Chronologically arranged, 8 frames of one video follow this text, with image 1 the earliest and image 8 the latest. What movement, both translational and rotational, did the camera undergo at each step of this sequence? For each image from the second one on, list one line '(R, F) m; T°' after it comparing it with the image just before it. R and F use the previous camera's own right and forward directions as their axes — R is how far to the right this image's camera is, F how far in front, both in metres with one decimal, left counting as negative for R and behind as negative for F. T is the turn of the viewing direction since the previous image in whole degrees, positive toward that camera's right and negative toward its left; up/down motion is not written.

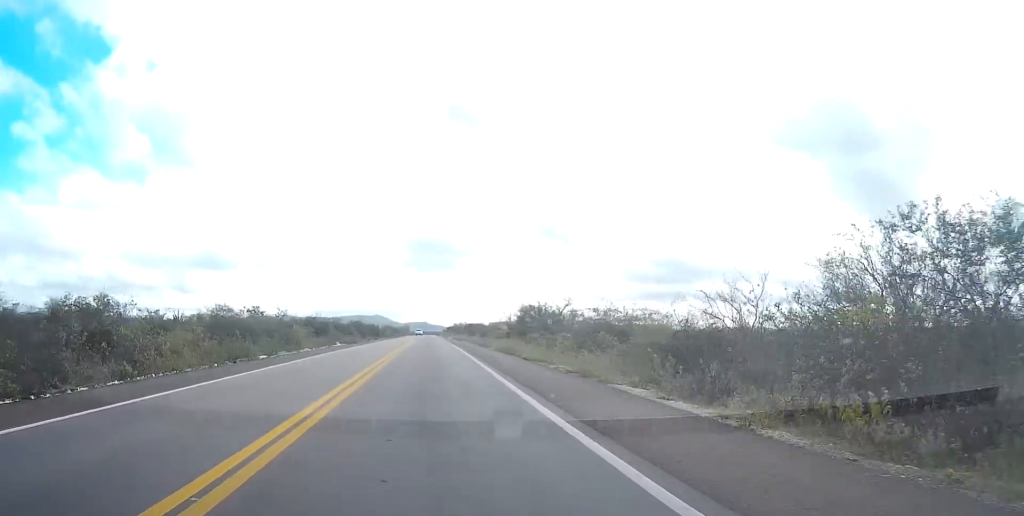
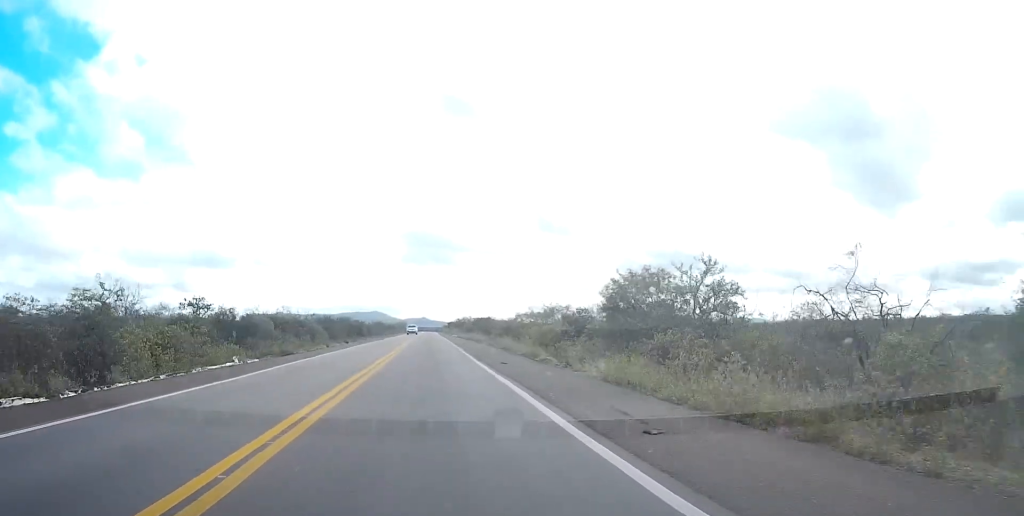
(-0.1, +35.4) m; 0°
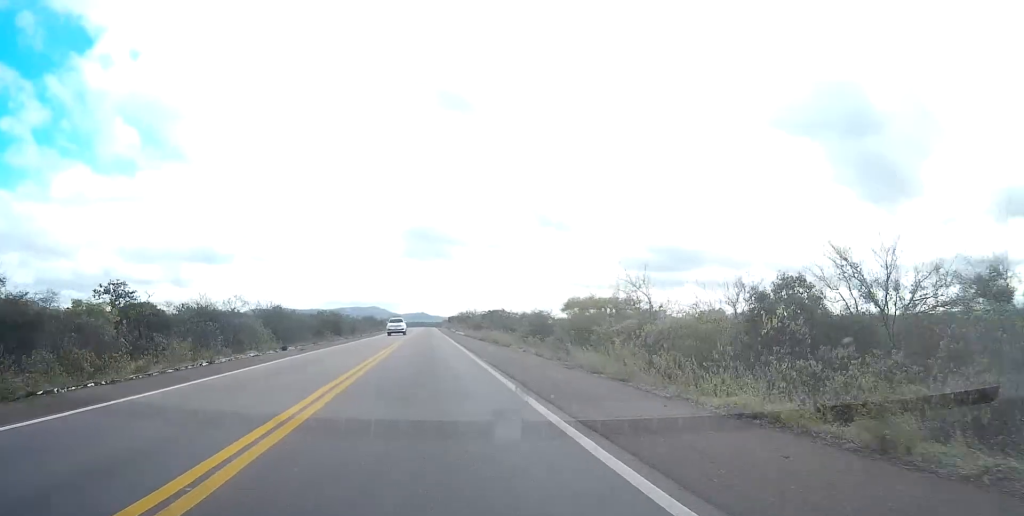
(+0.1, +29.8) m; 0°
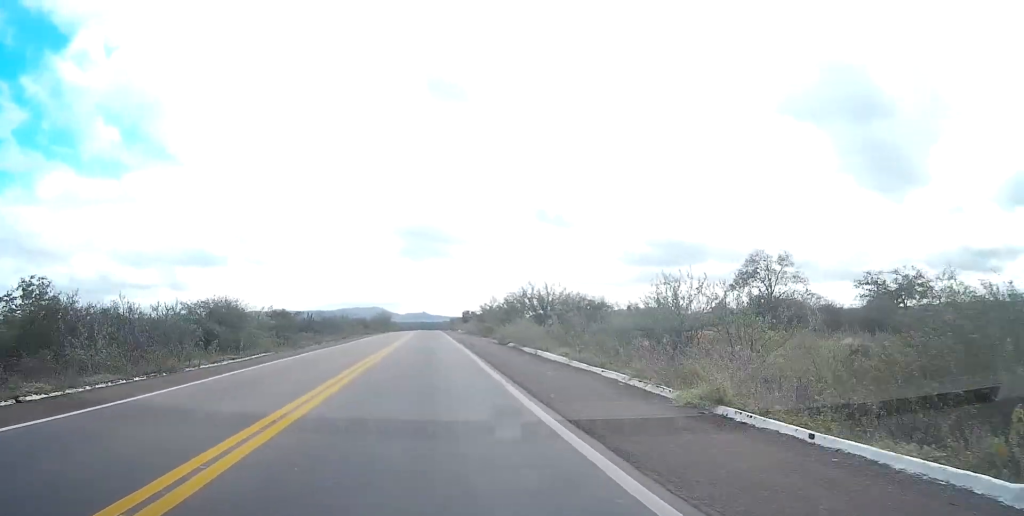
(-0.6, +113.4) m; 0°
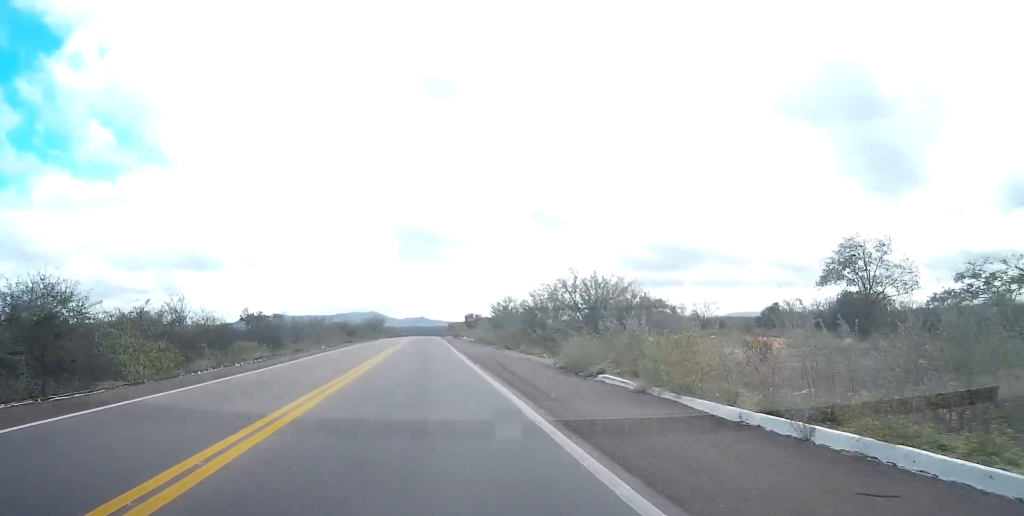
(0.0, +22.8) m; 0°
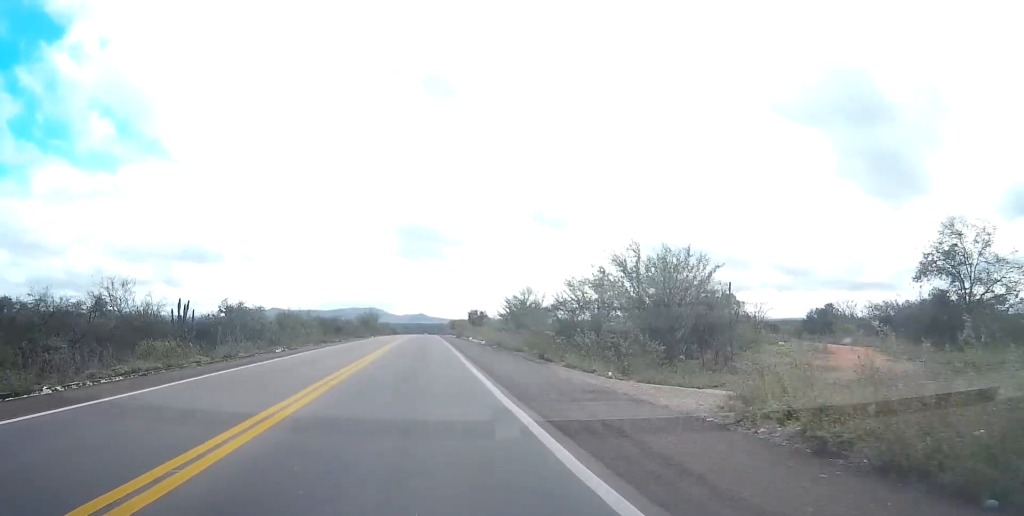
(0.0, +15.9) m; 0°
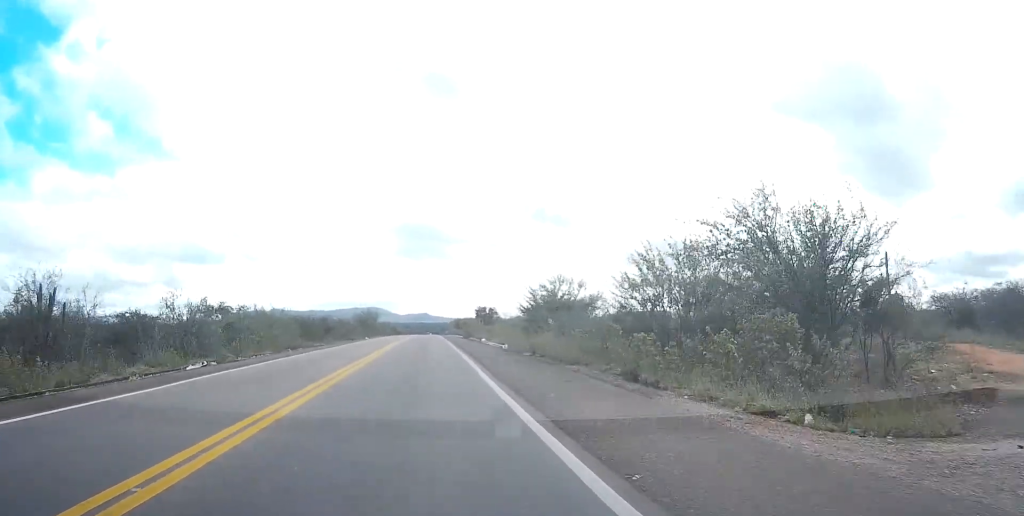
(0.0, +14.8) m; 0°
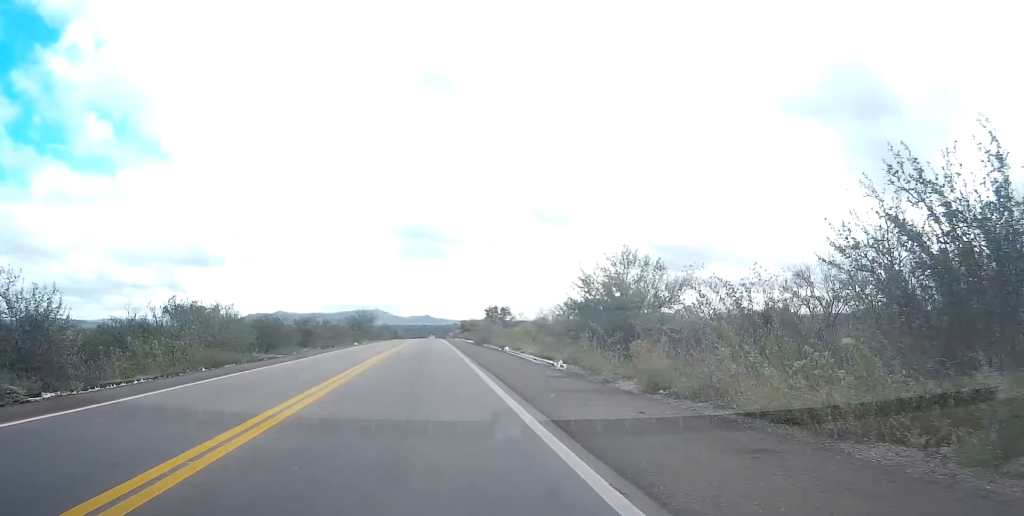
(0.0, +17.0) m; 0°
